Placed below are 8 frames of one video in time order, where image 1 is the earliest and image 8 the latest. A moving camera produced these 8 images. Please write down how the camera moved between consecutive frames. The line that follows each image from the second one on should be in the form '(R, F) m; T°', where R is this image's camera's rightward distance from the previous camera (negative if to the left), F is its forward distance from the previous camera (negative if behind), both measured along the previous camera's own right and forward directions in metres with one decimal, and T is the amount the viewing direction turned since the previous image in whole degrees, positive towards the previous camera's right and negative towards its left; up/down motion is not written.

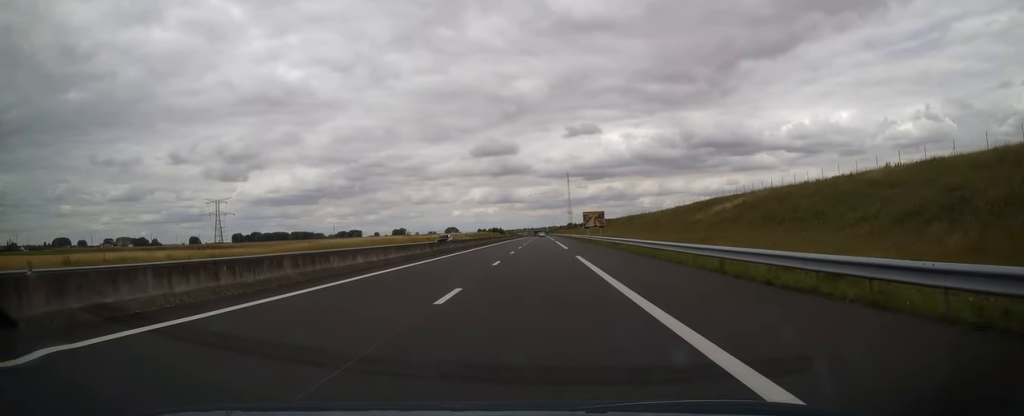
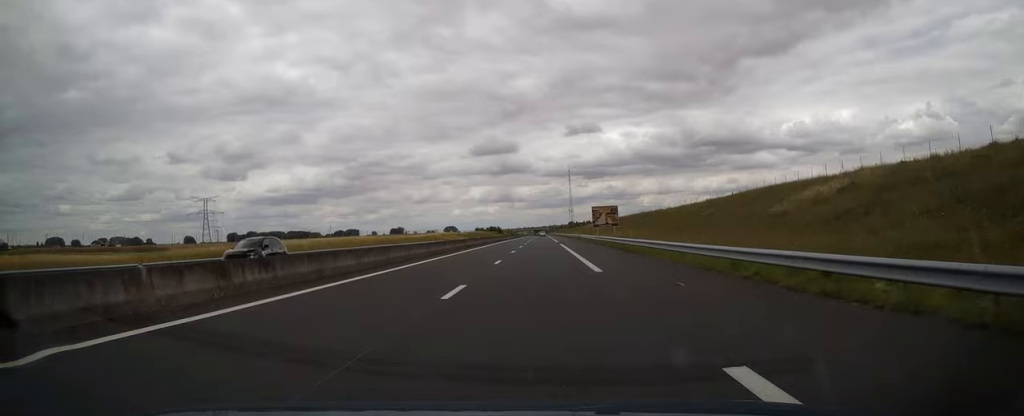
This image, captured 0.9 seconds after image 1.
(+0.3, +25.0) m; +1°
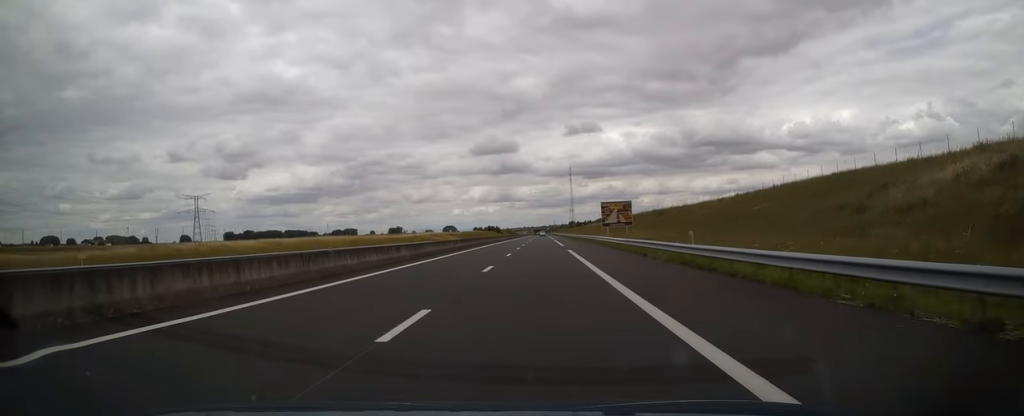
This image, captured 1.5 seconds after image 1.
(0.0, +17.6) m; 0°
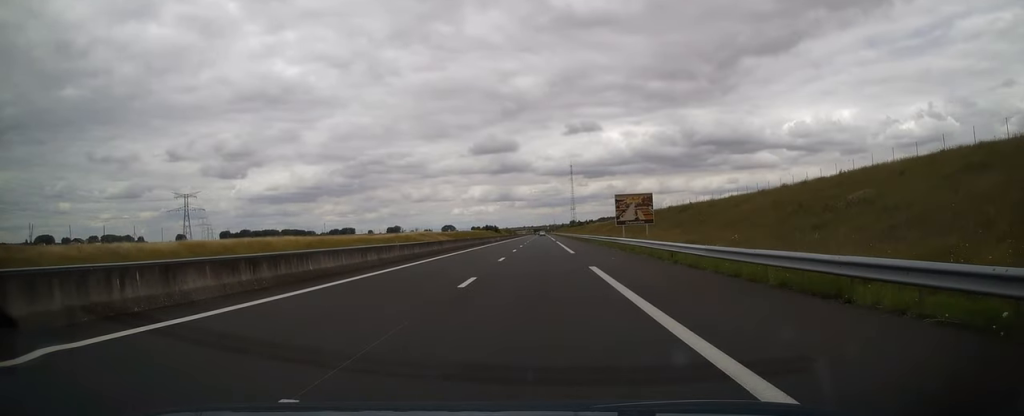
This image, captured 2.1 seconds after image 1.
(0.0, +18.6) m; 0°
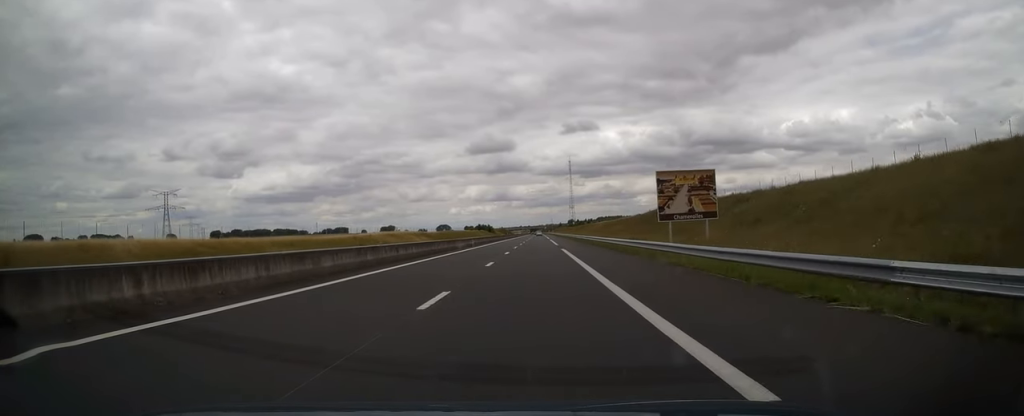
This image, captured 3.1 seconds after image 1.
(0.0, +29.9) m; 0°
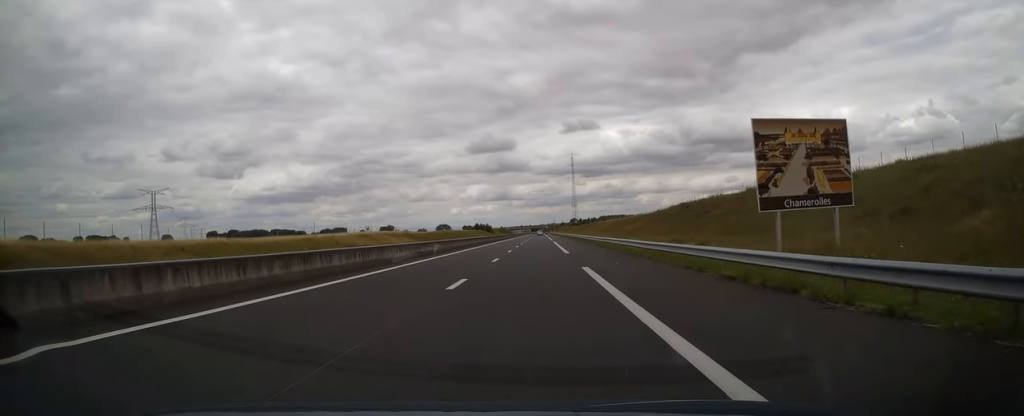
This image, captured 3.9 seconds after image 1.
(0.0, +22.1) m; 0°
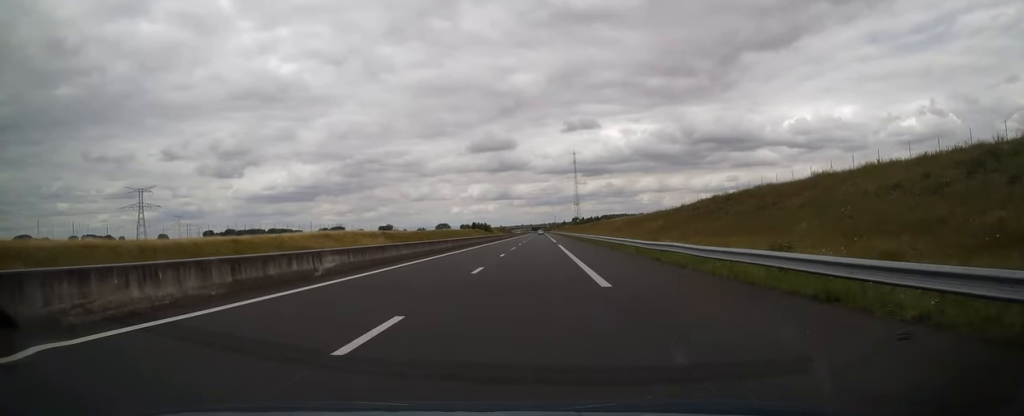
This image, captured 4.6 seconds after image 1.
(0.0, +20.6) m; 0°
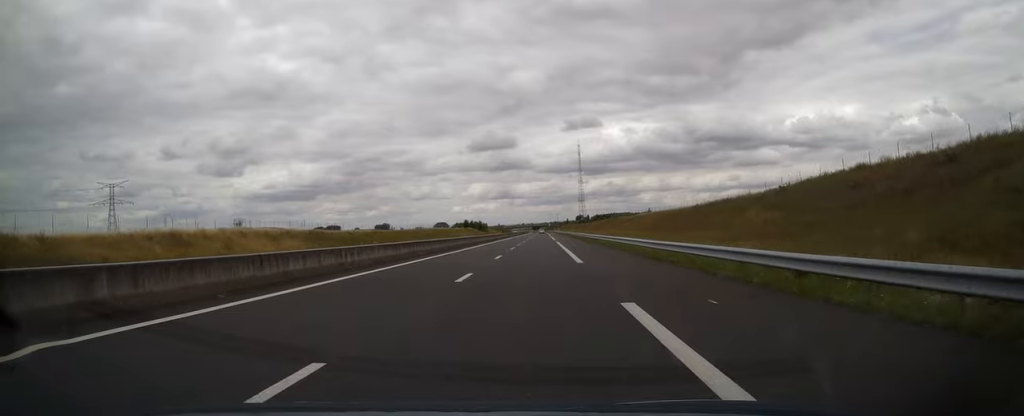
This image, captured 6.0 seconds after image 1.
(-0.1, +42.2) m; 0°
